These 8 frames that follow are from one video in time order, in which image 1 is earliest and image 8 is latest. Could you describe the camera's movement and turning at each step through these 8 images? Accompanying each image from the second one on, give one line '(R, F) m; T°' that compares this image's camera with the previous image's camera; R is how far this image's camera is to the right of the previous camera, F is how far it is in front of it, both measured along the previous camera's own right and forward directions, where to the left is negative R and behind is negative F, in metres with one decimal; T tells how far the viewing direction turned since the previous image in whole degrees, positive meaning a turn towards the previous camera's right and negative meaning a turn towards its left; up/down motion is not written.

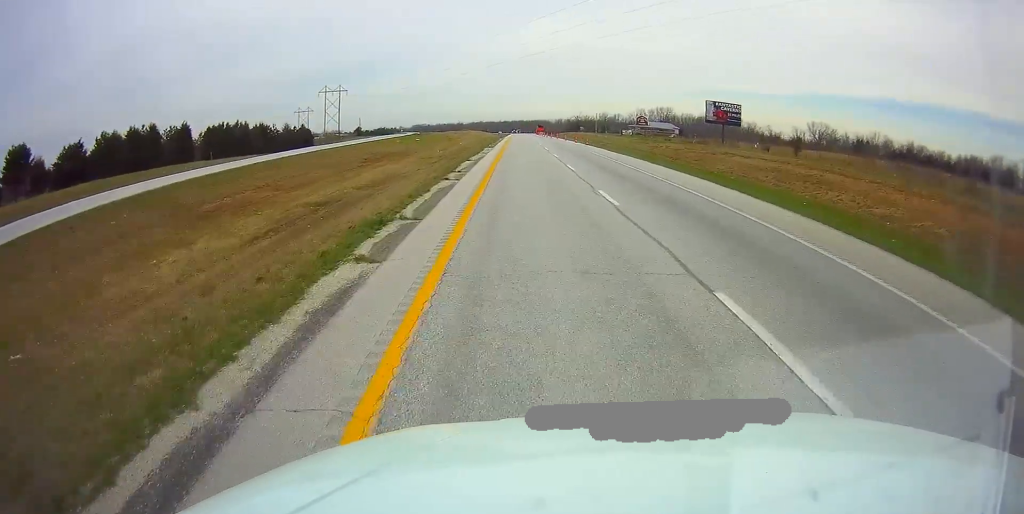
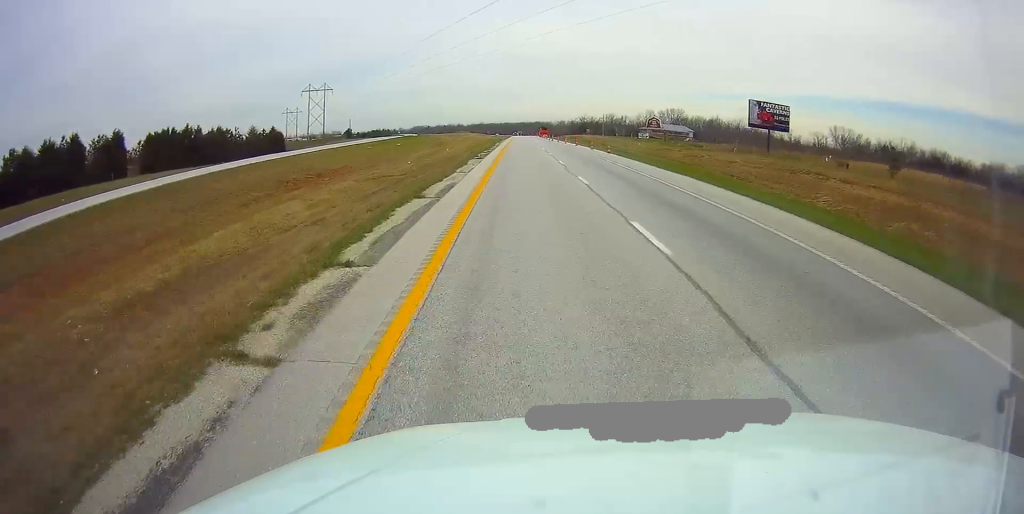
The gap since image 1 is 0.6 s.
(-0.1, +17.8) m; 0°
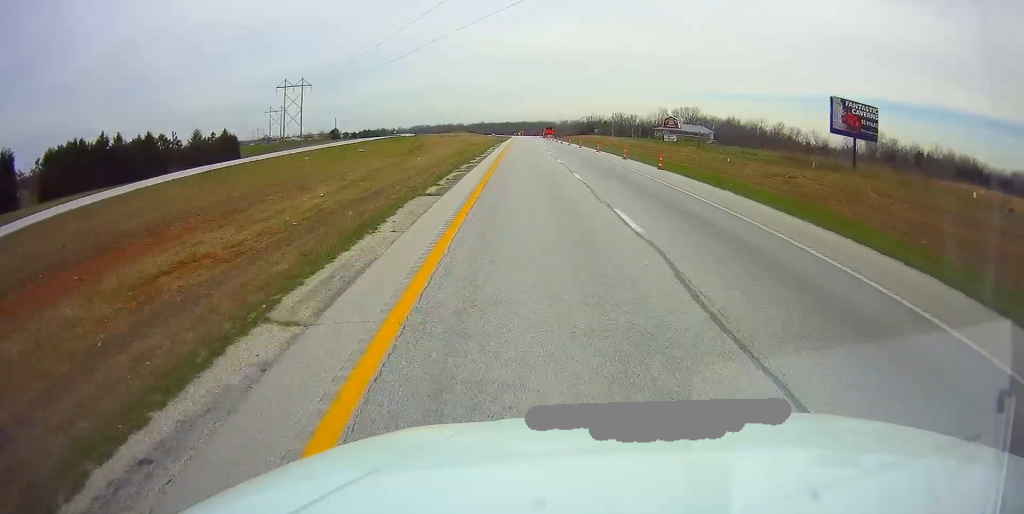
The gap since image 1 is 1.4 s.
(-0.1, +21.5) m; 0°
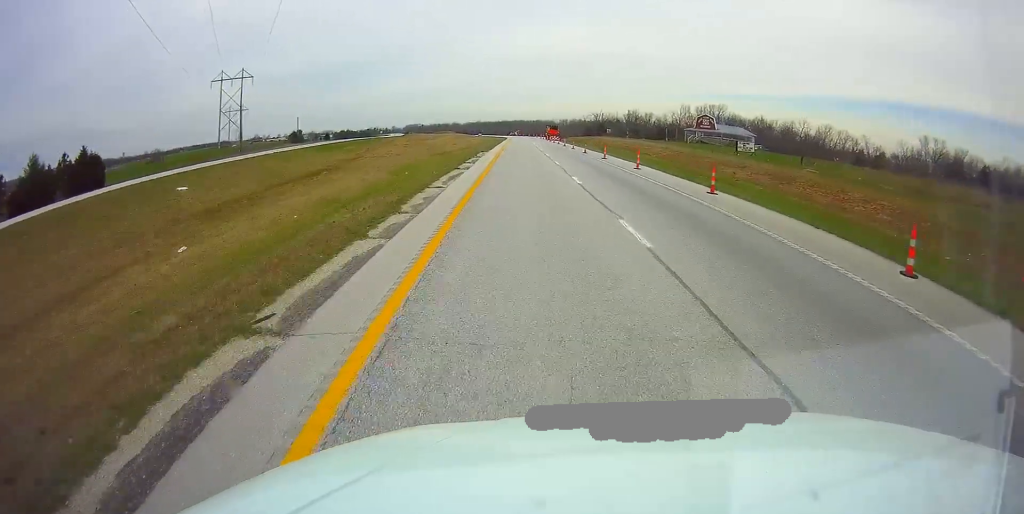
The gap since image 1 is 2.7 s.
(+0.1, +37.0) m; 0°
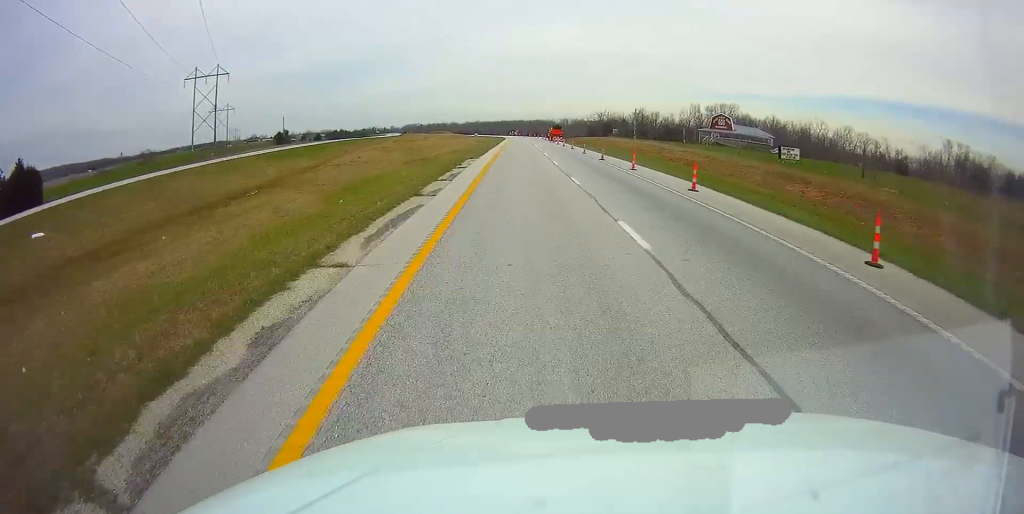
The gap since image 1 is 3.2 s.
(0.0, +11.9) m; 0°
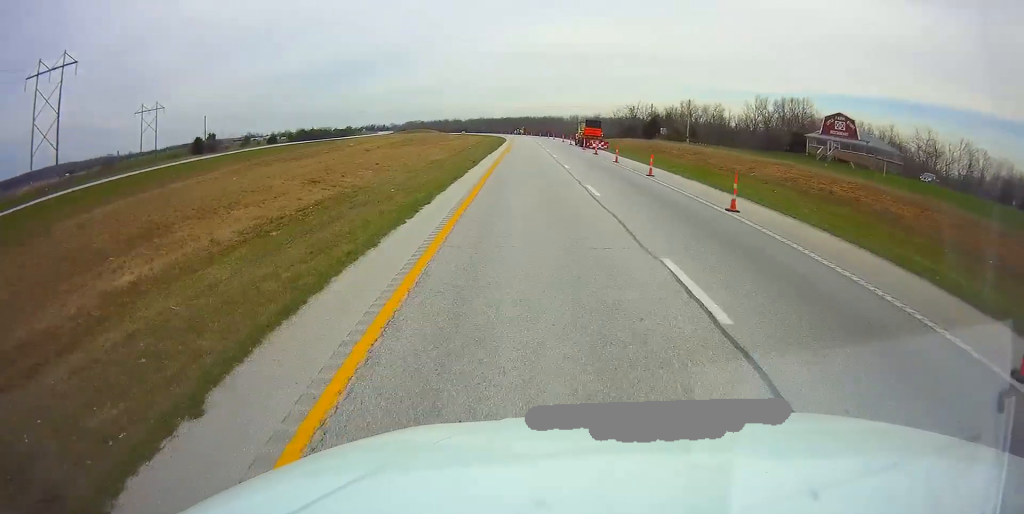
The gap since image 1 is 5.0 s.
(0.0, +50.8) m; 0°
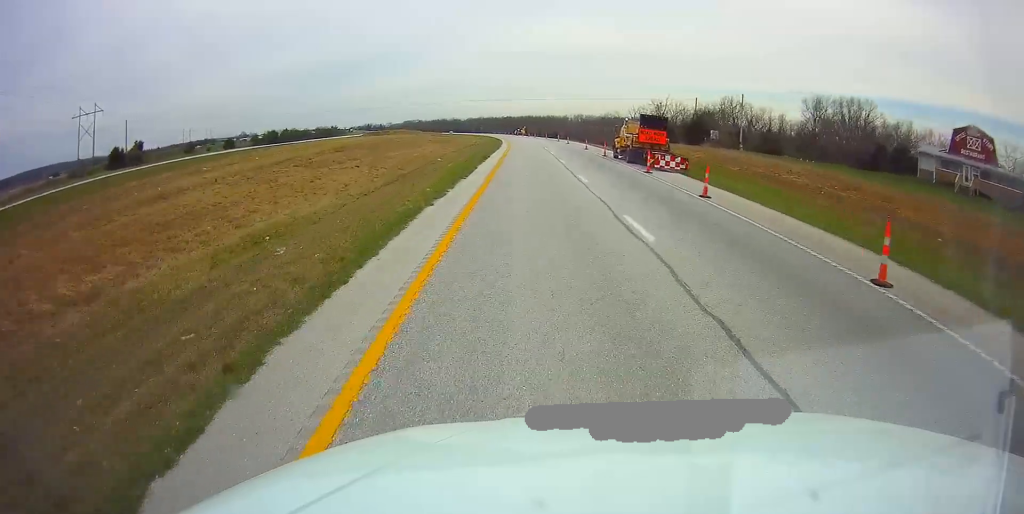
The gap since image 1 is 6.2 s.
(0.0, +29.9) m; 0°
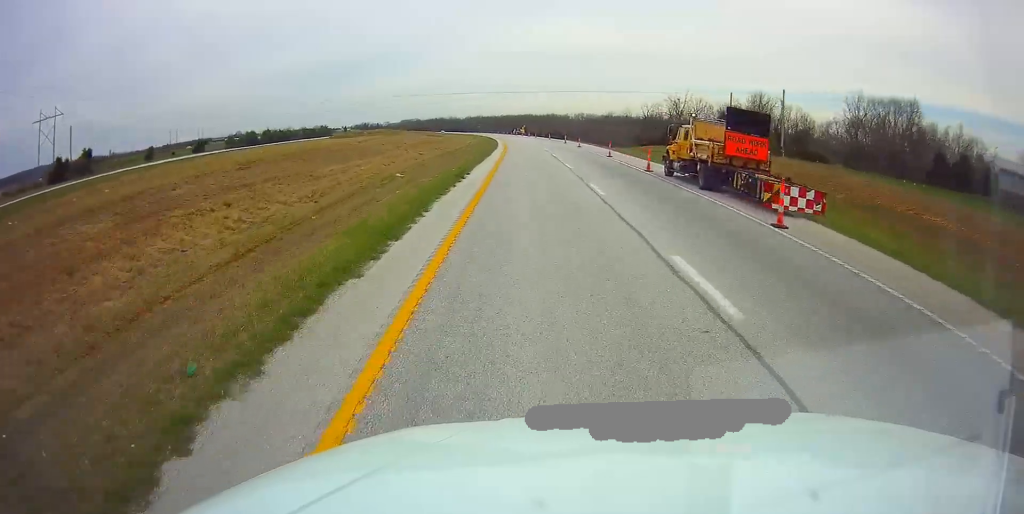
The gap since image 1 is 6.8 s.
(0.0, +15.3) m; 0°
